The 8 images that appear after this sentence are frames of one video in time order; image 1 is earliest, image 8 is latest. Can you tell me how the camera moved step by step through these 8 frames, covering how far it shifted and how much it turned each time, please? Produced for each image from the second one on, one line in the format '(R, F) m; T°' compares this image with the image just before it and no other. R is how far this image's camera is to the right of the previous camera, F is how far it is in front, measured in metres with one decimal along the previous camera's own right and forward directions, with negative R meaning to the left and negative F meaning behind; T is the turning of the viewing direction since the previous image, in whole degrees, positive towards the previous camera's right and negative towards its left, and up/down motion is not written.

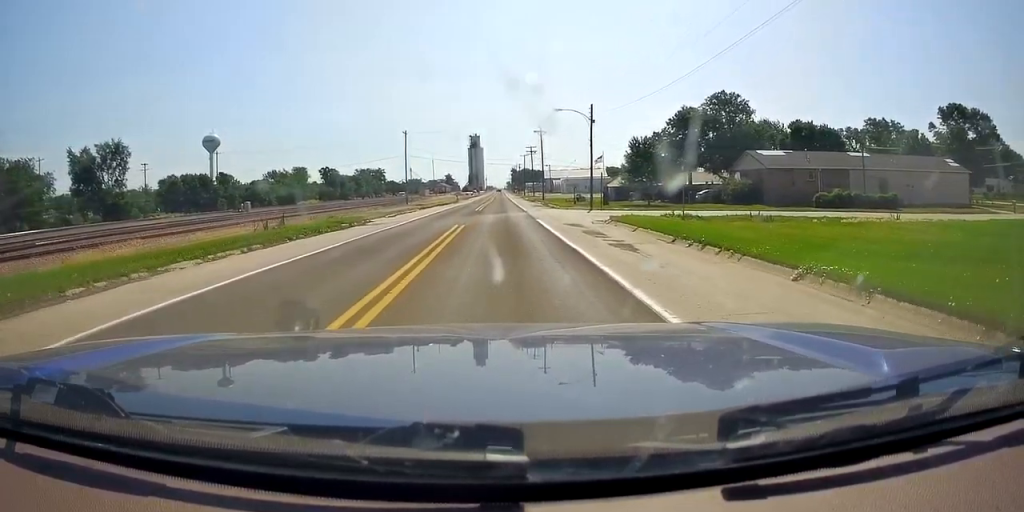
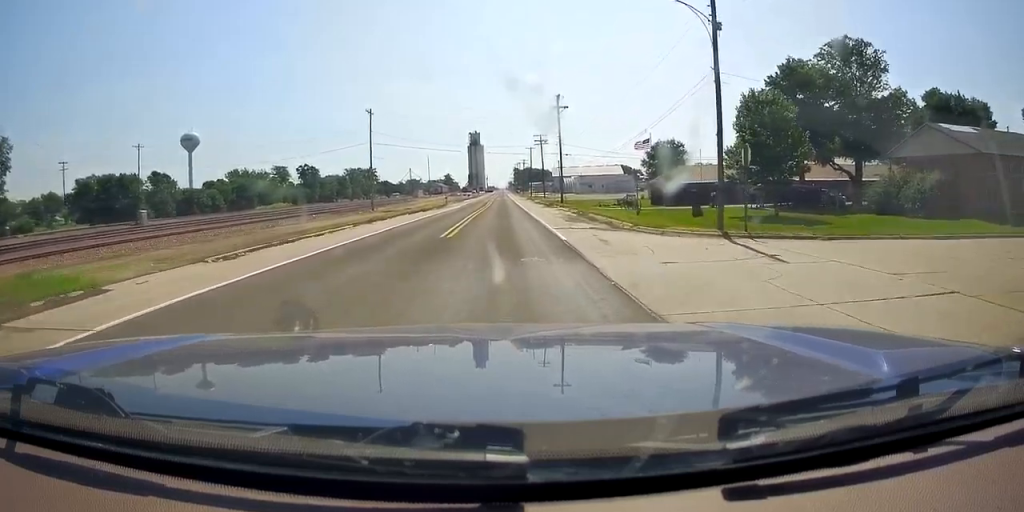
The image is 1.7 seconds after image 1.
(0.0, +28.5) m; 0°
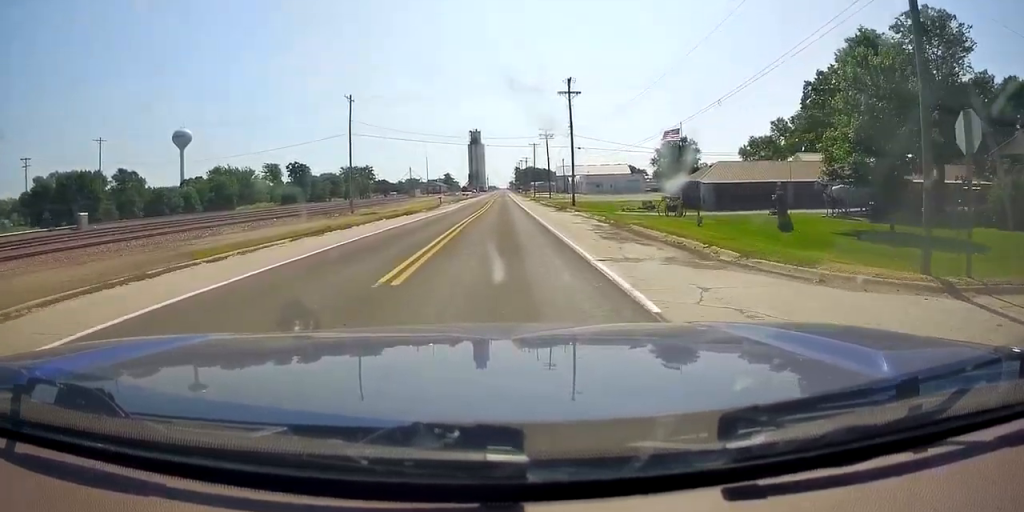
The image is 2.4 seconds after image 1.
(0.0, +10.5) m; -1°
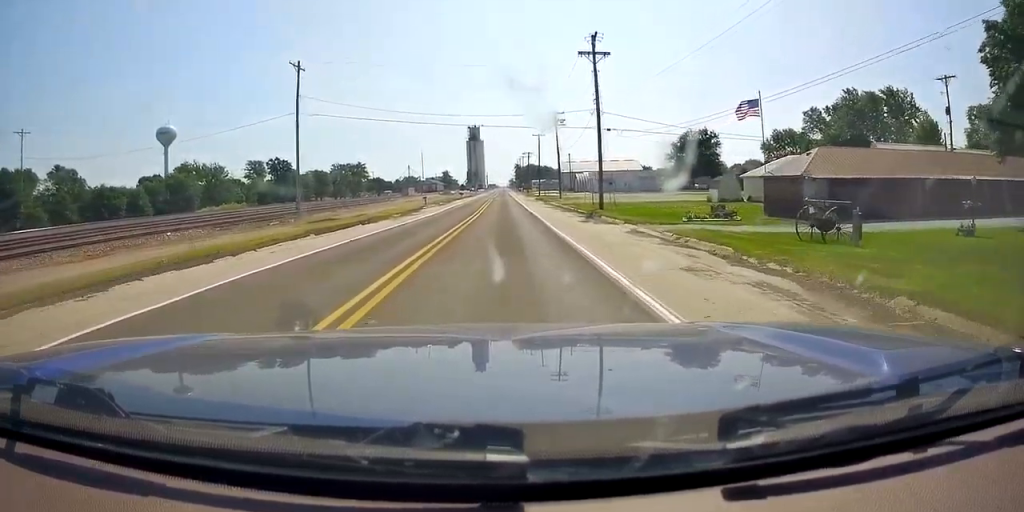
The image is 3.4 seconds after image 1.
(-0.4, +16.6) m; 0°
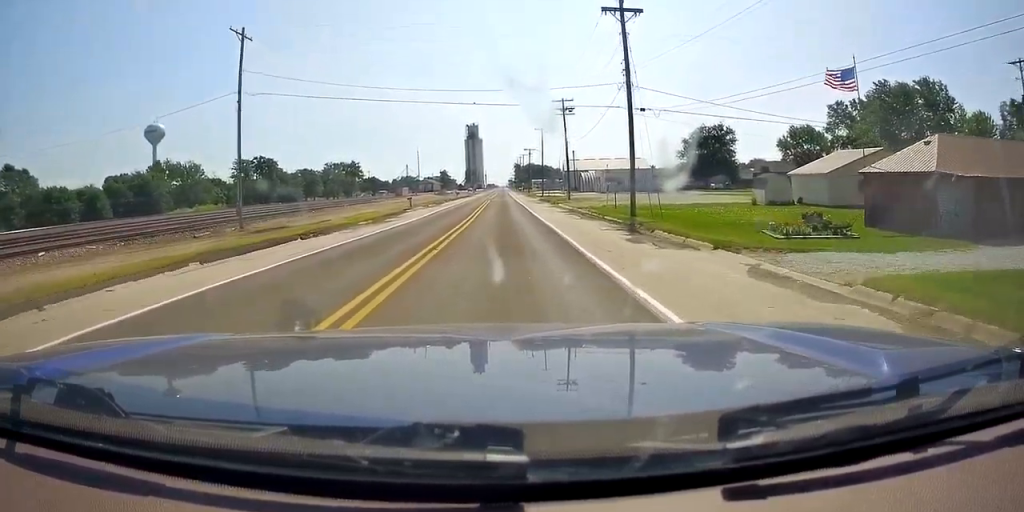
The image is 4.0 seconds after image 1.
(+0.1, +10.8) m; +1°
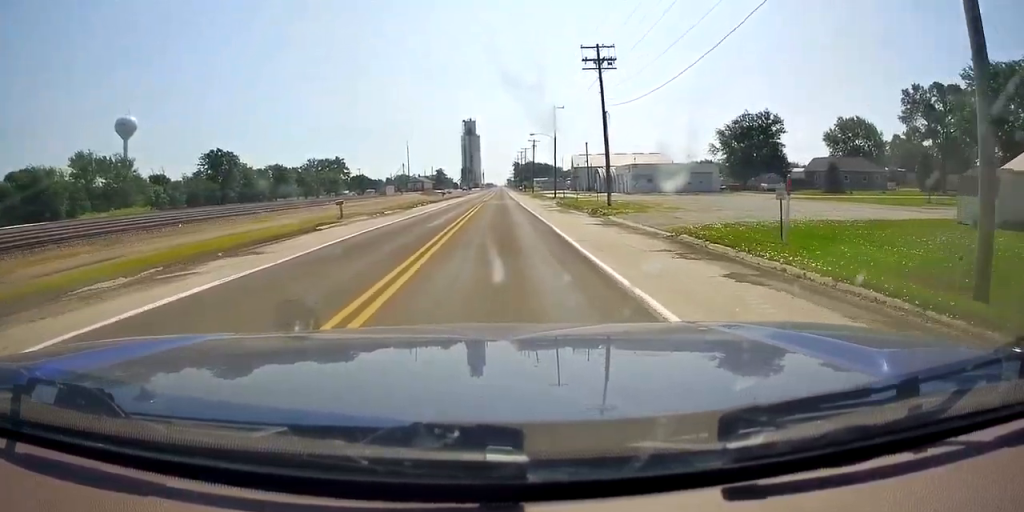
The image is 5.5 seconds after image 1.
(+0.5, +25.4) m; +1°
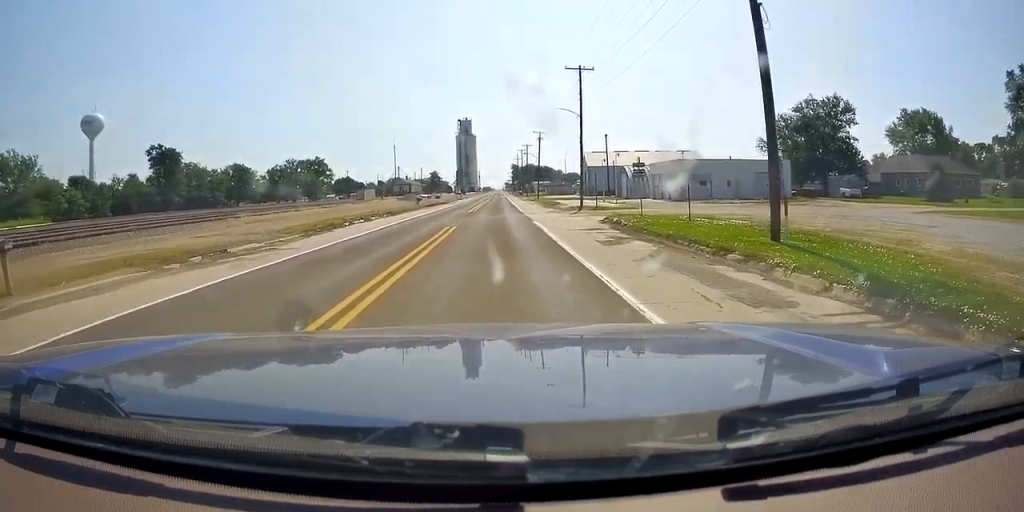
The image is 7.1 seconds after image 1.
(0.0, +26.5) m; 0°
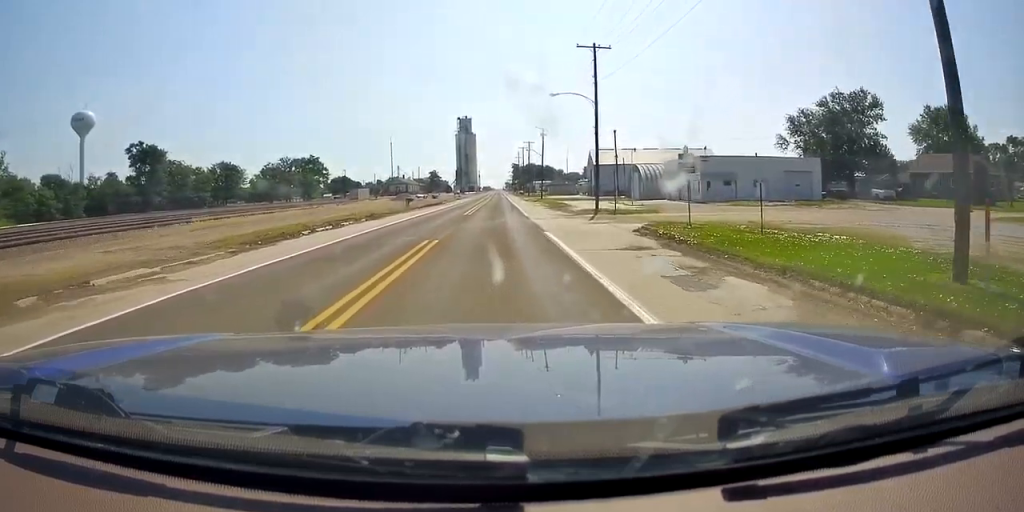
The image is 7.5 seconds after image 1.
(0.0, +7.6) m; 0°
